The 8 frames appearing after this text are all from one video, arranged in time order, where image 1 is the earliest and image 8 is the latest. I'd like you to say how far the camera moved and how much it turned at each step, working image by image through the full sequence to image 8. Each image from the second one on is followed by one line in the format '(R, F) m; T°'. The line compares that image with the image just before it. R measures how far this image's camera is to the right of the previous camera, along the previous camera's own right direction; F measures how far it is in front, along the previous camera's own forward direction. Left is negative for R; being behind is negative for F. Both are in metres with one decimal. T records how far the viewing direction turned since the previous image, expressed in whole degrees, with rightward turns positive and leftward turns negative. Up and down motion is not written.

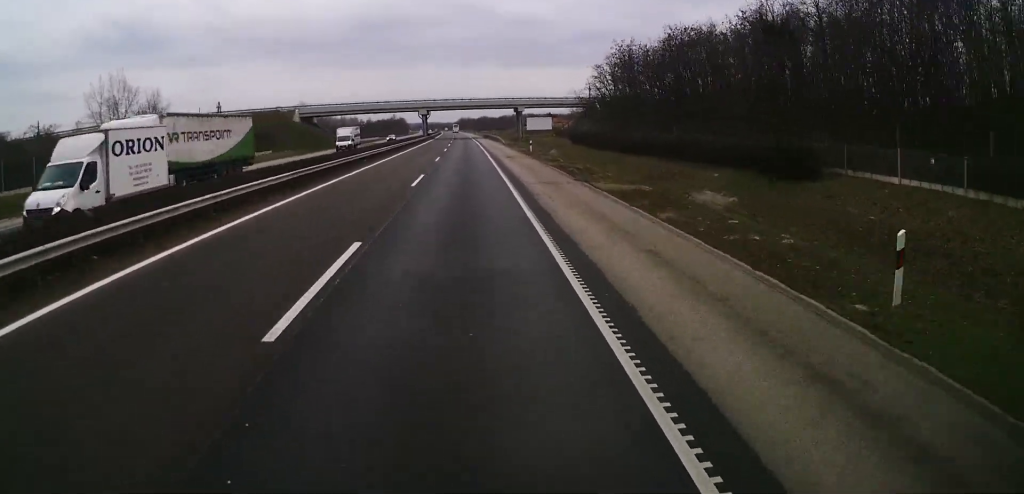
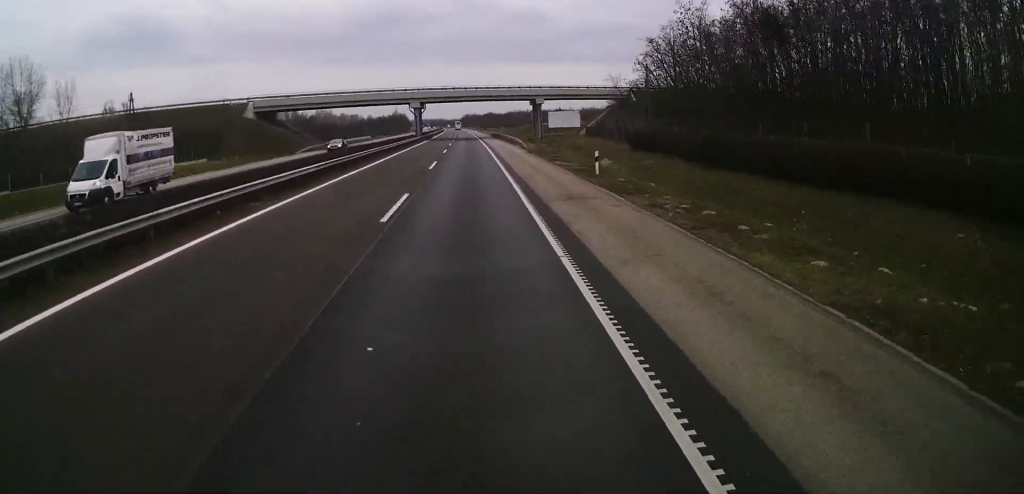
(-0.6, +27.6) m; -1°
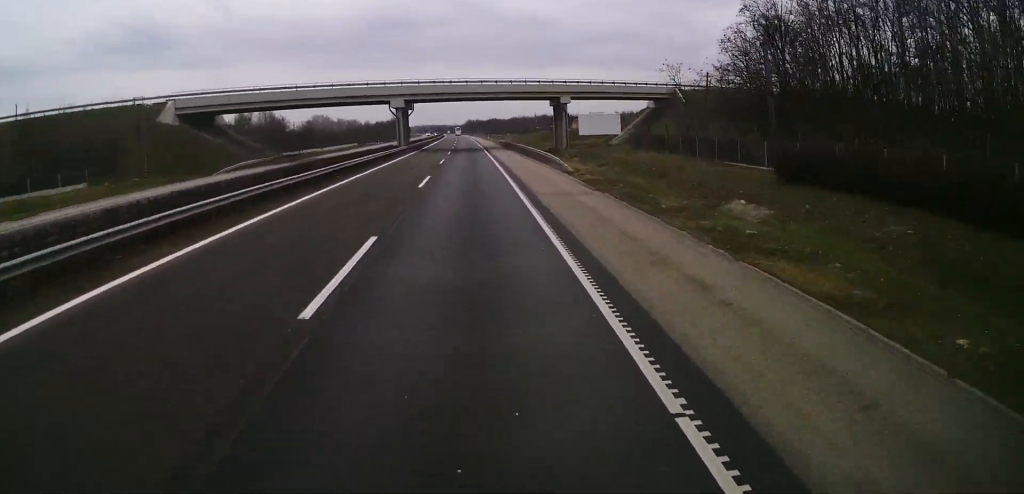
(+0.3, +26.0) m; +1°
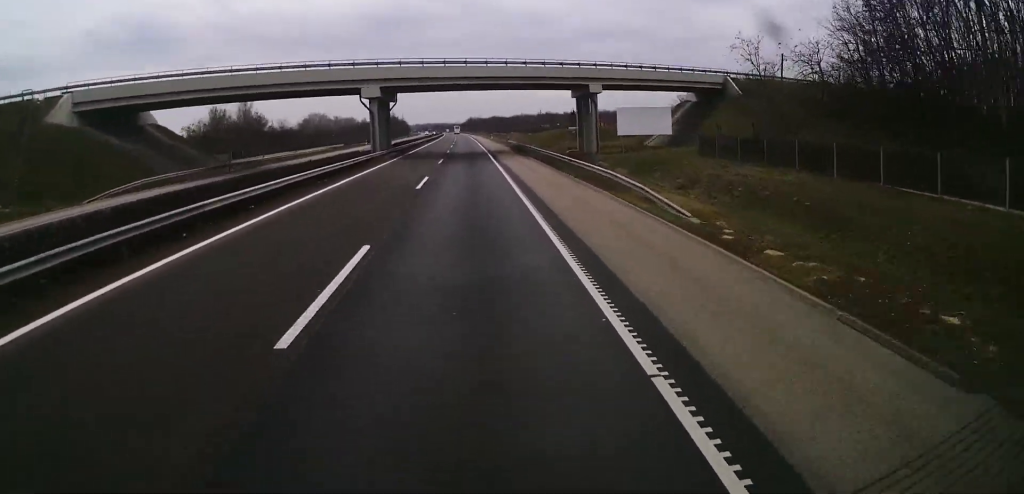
(0.0, +19.1) m; -1°
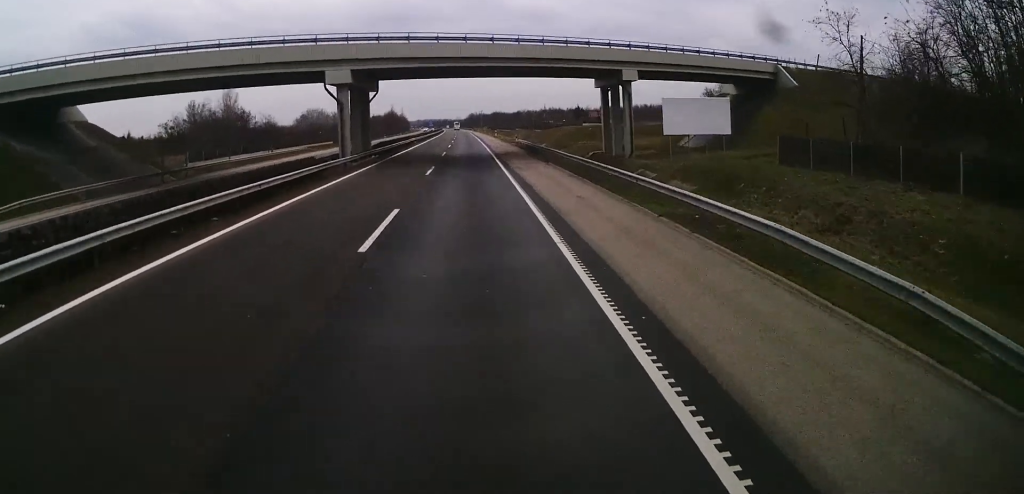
(-0.1, +13.1) m; -1°
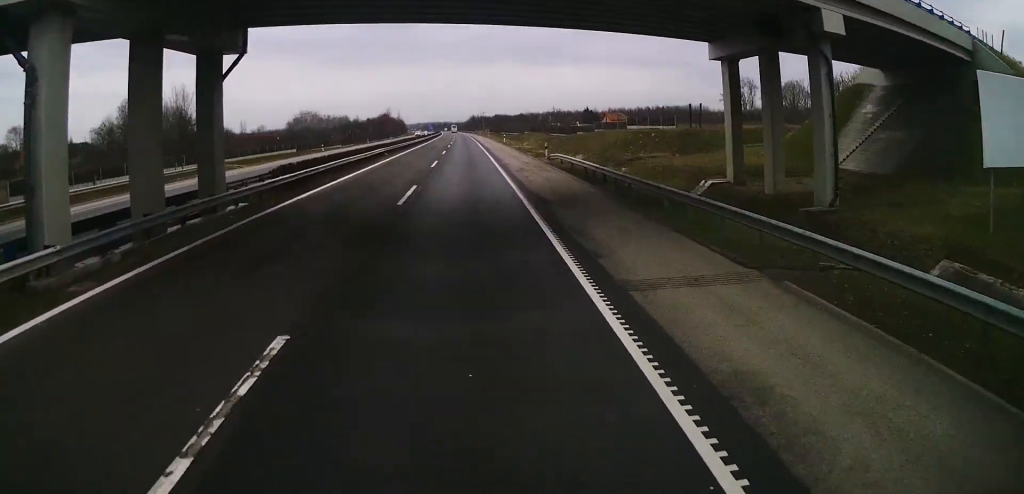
(-0.3, +29.2) m; -1°
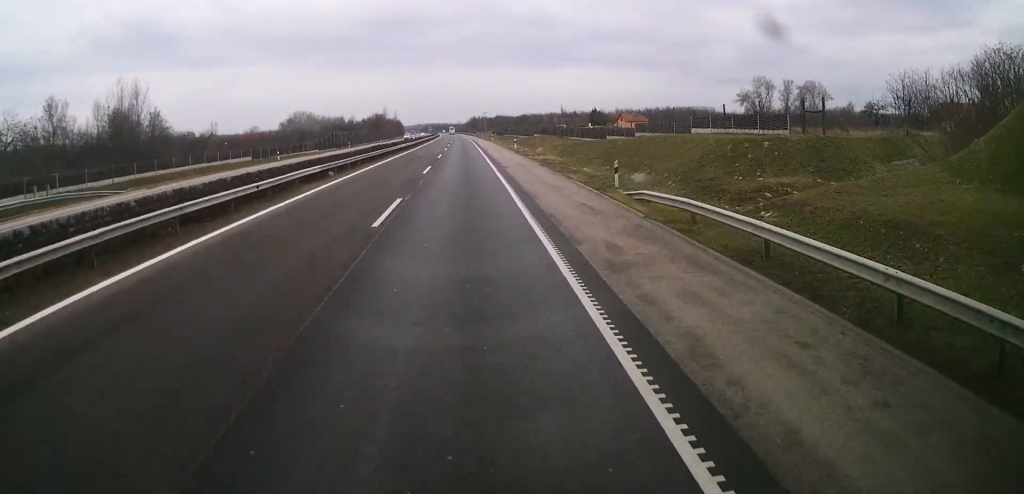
(0.0, +22.3) m; 0°
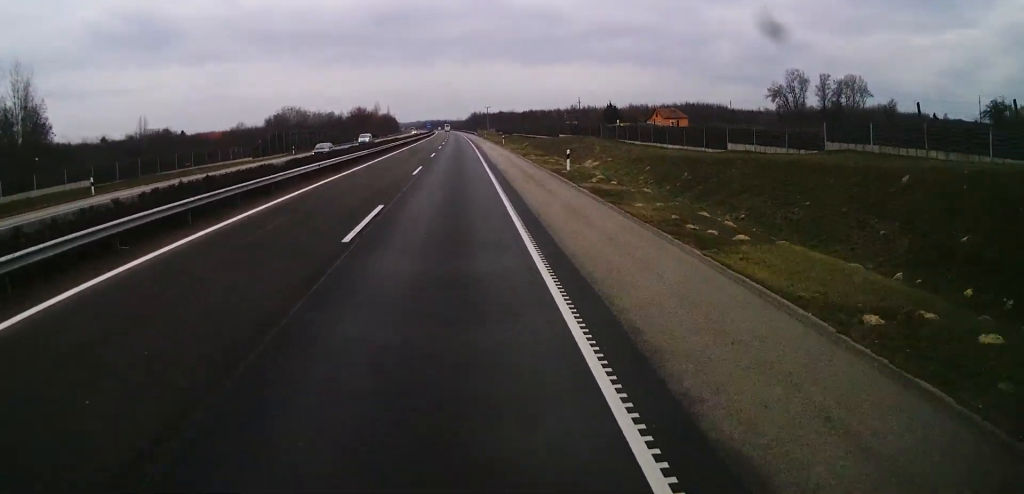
(-0.1, +38.6) m; -1°
